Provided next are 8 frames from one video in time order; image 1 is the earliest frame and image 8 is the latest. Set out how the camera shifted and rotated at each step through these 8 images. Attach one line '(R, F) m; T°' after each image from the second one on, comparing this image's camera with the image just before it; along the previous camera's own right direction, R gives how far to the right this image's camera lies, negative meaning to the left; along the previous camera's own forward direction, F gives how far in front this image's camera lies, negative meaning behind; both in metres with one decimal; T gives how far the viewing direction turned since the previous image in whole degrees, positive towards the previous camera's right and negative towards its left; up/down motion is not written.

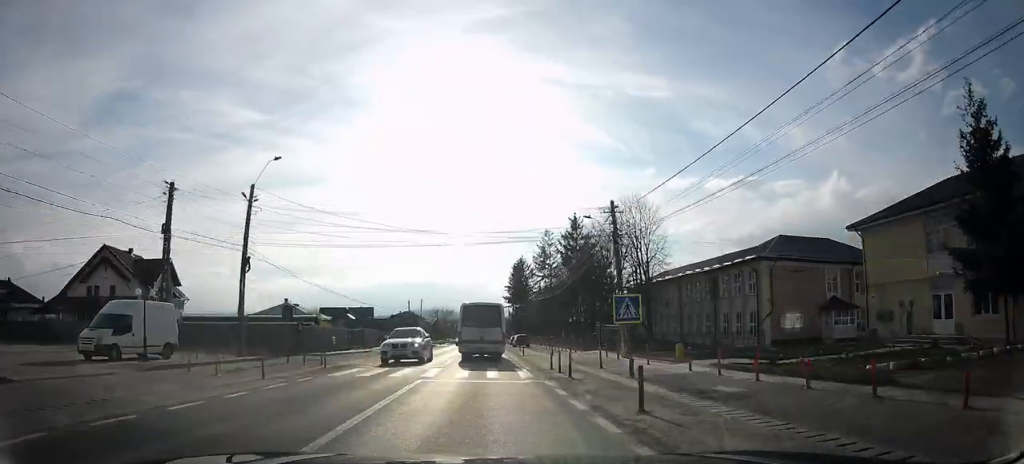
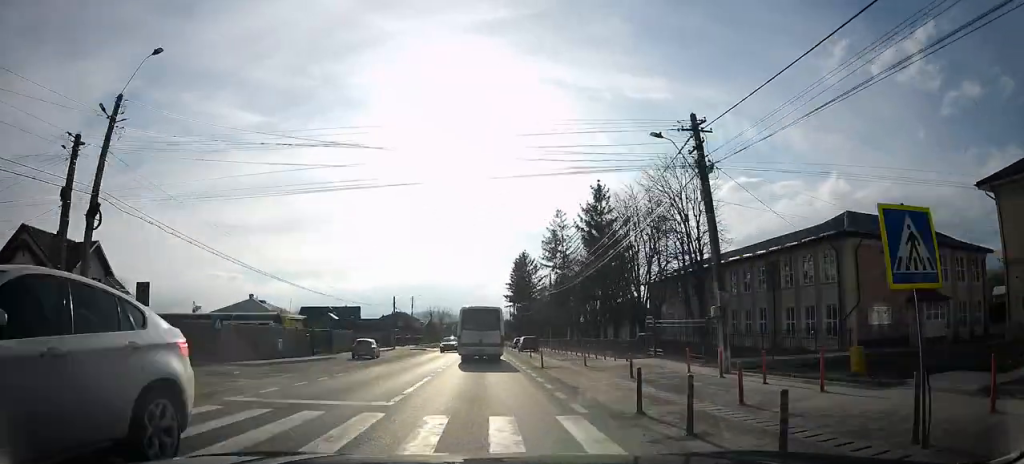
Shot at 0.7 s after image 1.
(0.0, +10.4) m; 0°
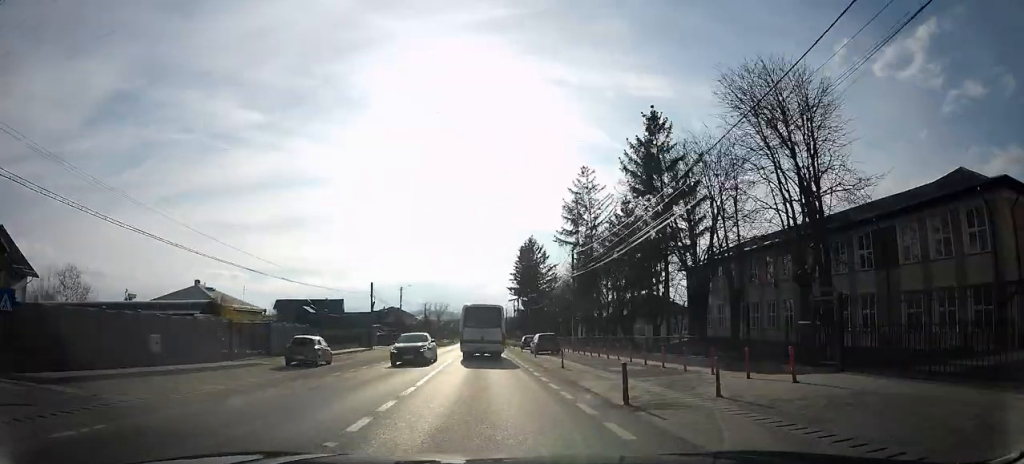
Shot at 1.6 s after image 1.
(0.0, +12.0) m; 0°
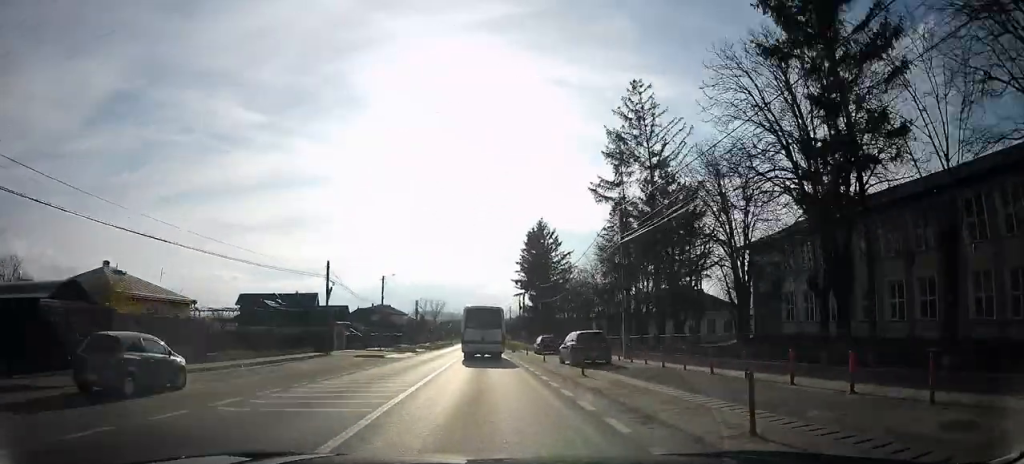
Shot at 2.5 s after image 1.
(+0.1, +13.8) m; +1°
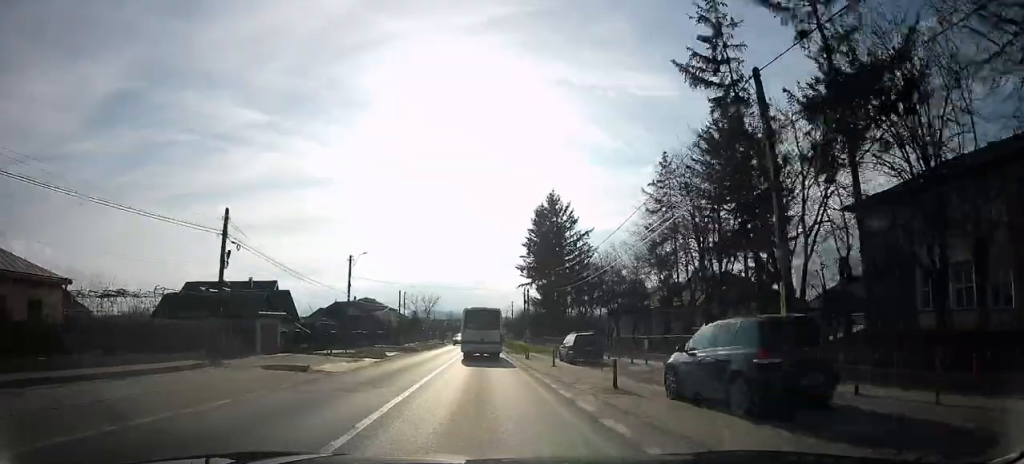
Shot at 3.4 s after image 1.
(+0.1, +14.4) m; +1°
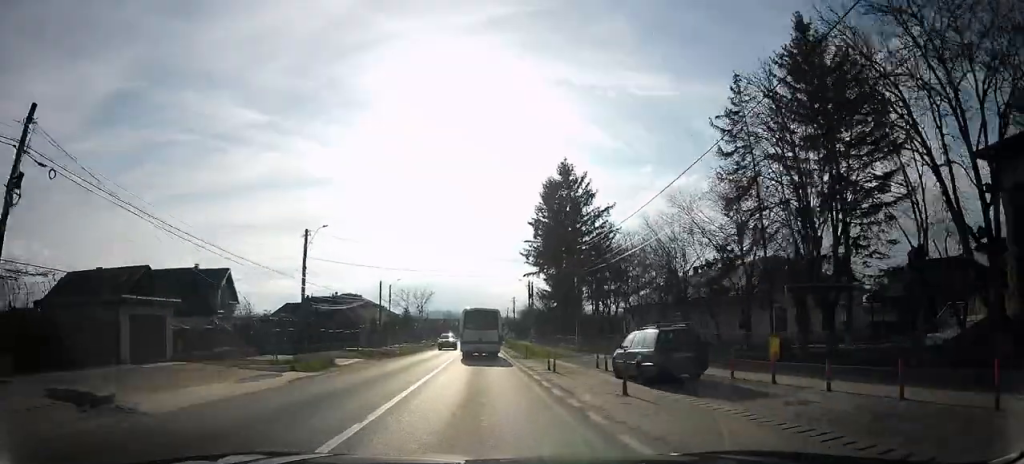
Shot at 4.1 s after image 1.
(0.0, +11.2) m; 0°
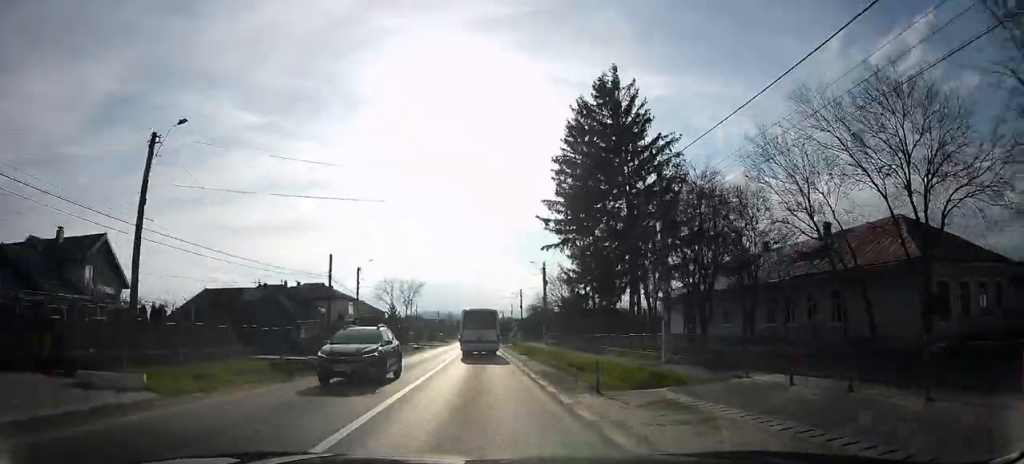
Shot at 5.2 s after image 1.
(0.0, +17.7) m; 0°
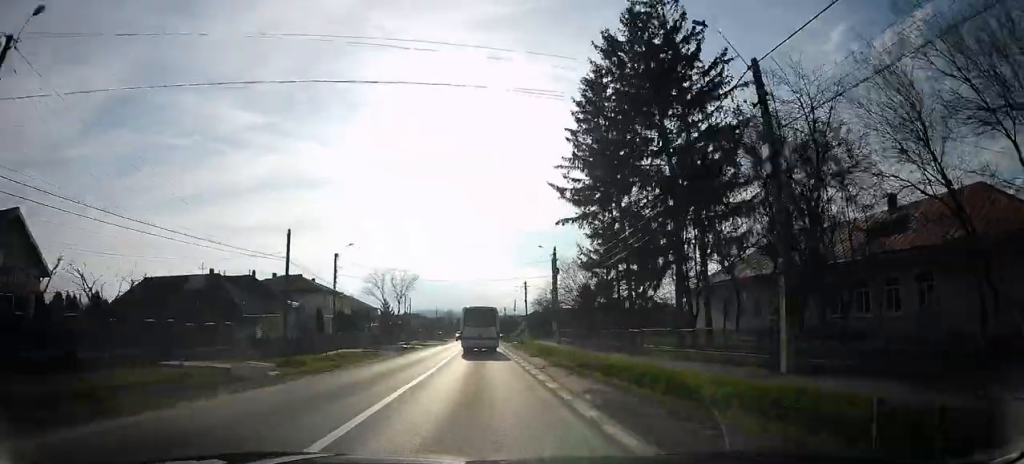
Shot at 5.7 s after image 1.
(0.0, +8.1) m; 0°
